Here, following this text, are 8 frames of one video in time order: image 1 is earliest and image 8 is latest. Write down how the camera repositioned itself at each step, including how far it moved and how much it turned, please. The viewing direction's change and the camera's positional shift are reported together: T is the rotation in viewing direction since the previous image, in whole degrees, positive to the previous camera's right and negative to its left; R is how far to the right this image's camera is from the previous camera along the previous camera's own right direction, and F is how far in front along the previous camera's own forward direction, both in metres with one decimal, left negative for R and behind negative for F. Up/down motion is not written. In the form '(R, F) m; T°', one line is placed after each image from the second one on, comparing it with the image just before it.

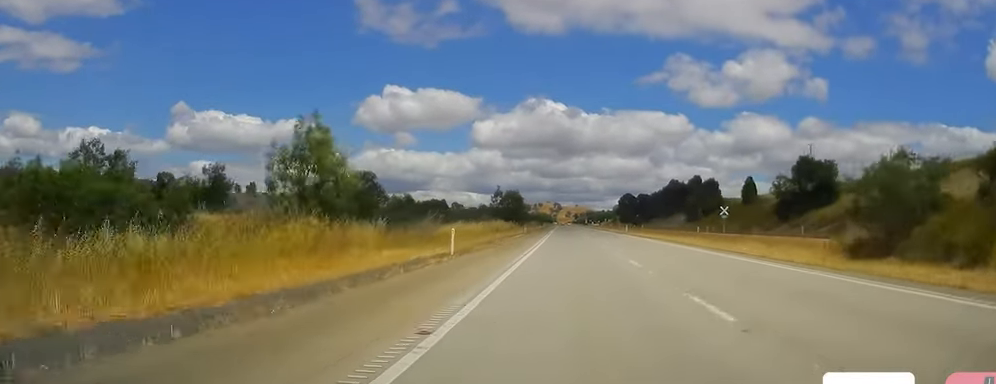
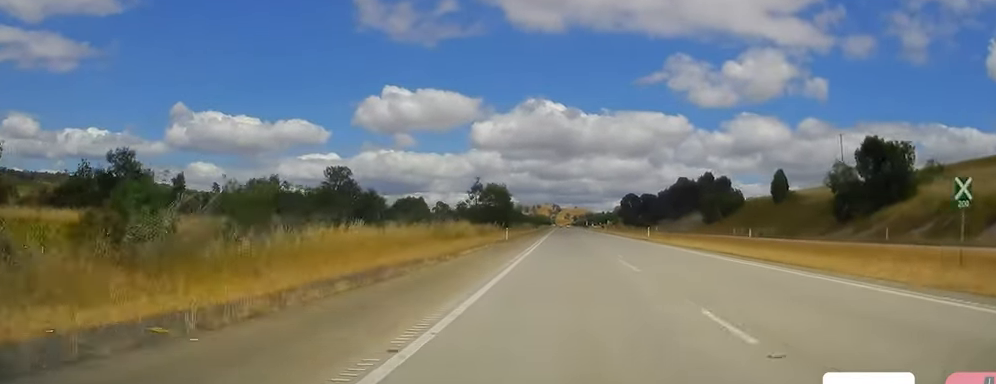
(+0.3, +25.5) m; 0°
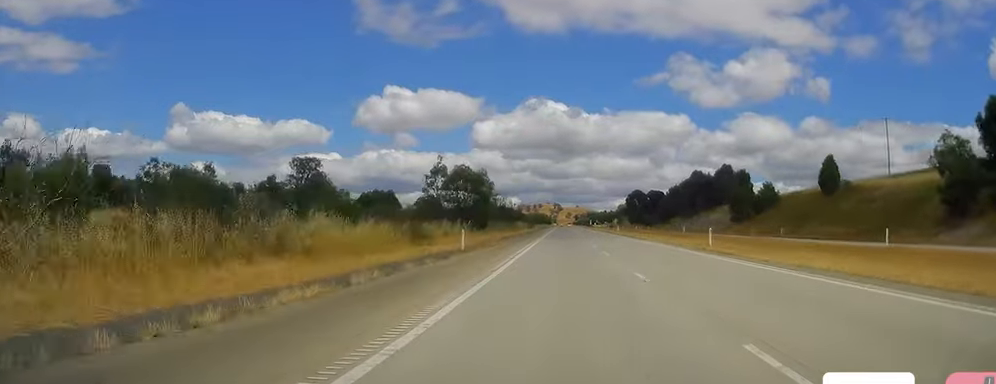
(0.0, +27.5) m; 0°
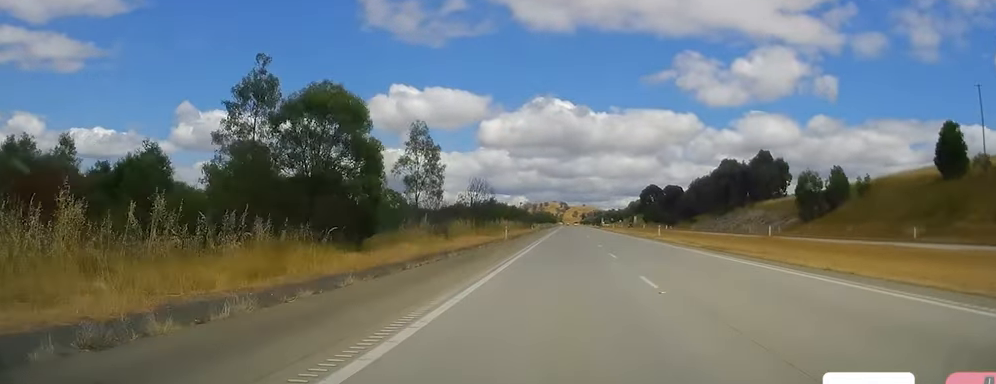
(+0.2, +38.1) m; 0°
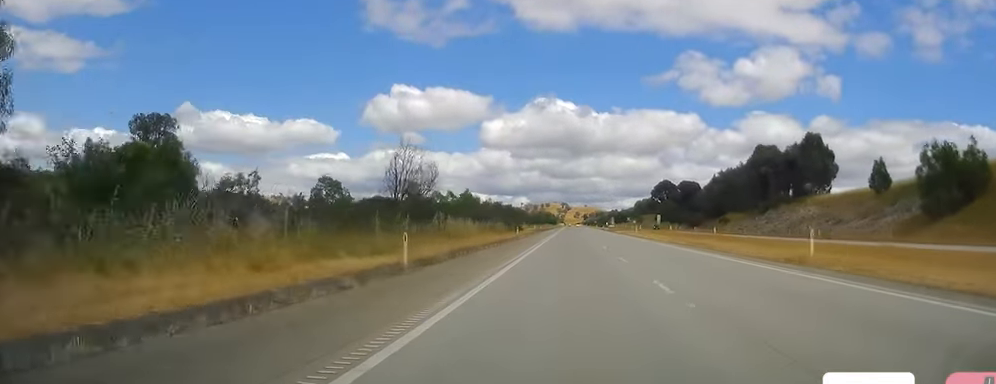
(-0.5, +37.0) m; -1°
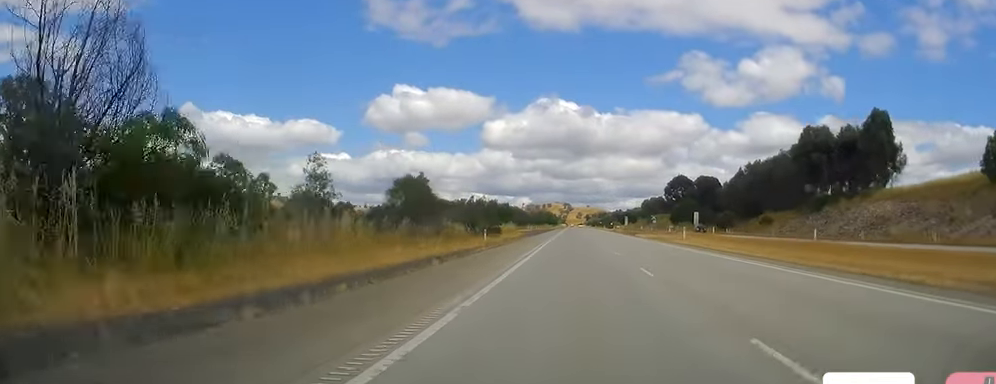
(0.0, +32.3) m; 0°
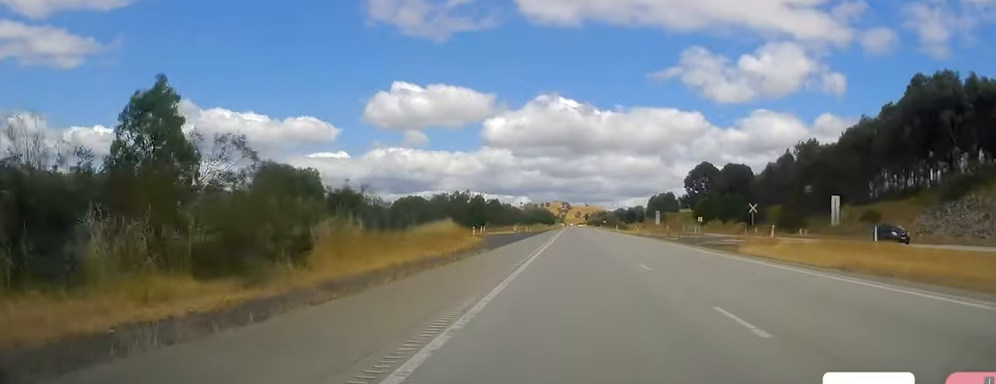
(0.0, +44.8) m; +1°
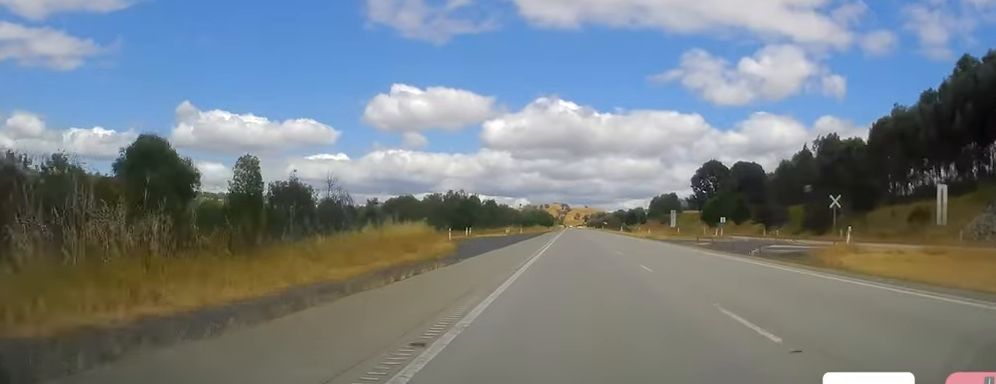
(+0.1, +12.5) m; 0°
